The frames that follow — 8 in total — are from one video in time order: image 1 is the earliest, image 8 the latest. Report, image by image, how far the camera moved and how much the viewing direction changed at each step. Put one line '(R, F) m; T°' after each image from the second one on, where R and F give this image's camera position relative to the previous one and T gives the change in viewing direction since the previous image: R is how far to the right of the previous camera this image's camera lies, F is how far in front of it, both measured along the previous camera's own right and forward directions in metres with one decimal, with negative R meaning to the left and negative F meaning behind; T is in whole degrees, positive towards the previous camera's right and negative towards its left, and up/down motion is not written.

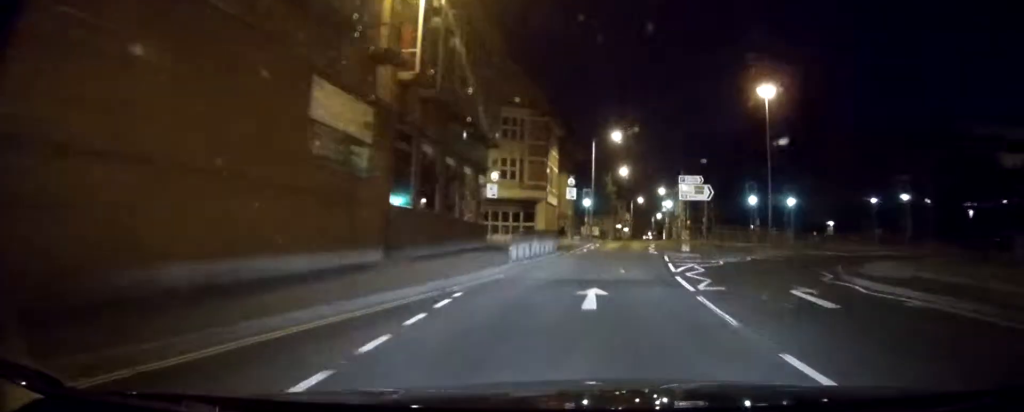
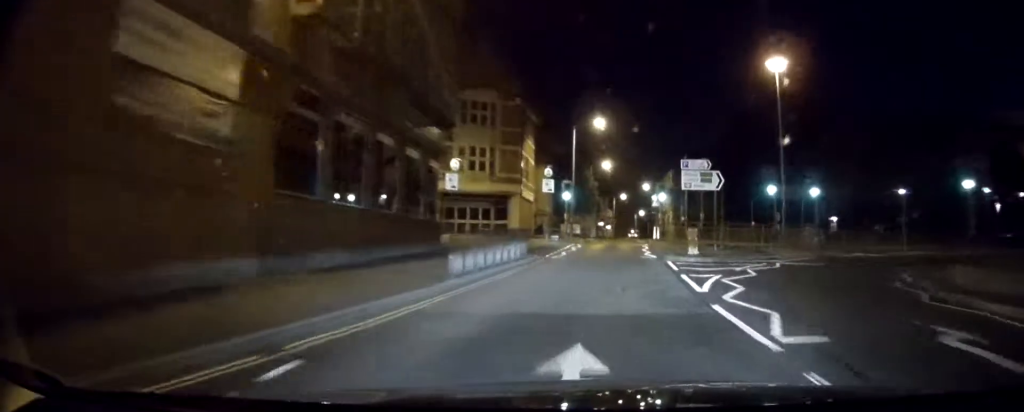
(-0.1, +7.2) m; -2°
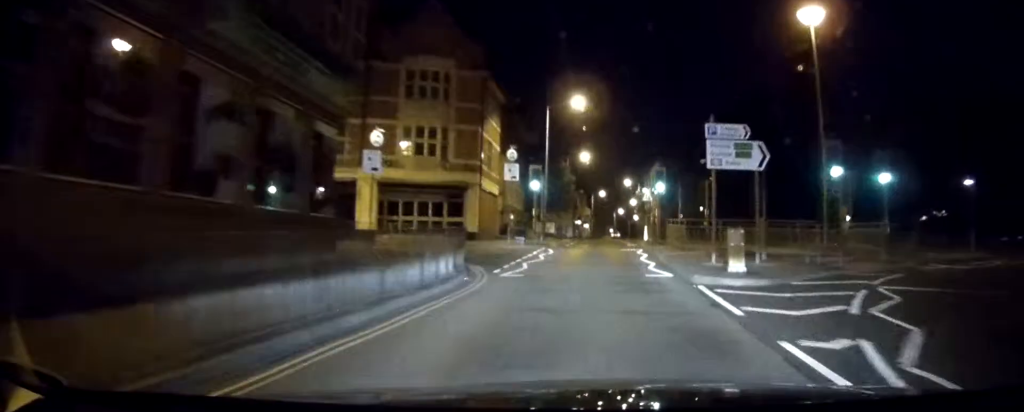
(-0.3, +10.5) m; -1°
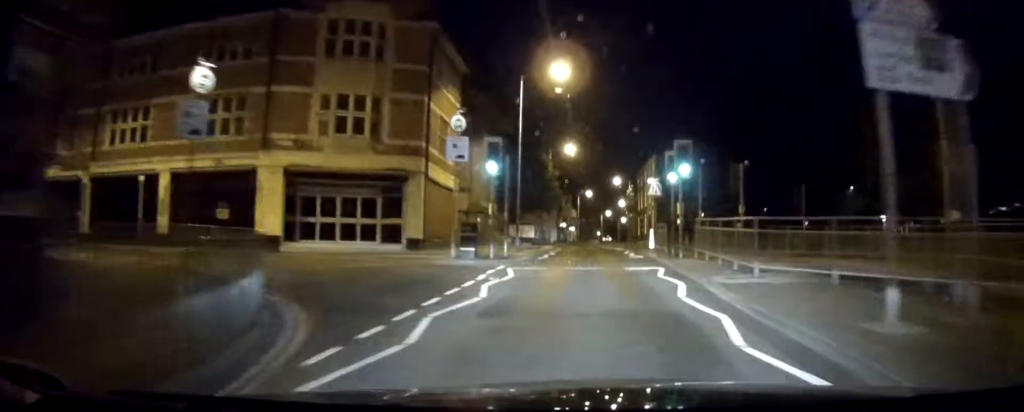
(+0.1, +12.1) m; +1°
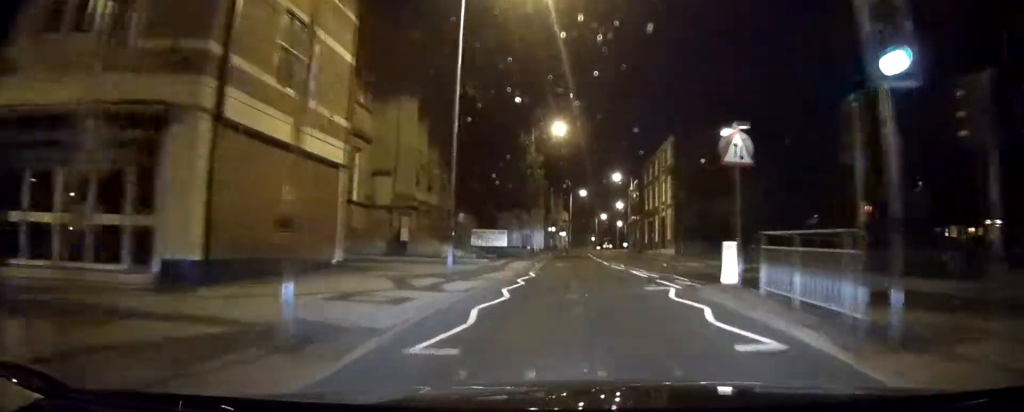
(+1.0, +19.1) m; +8°
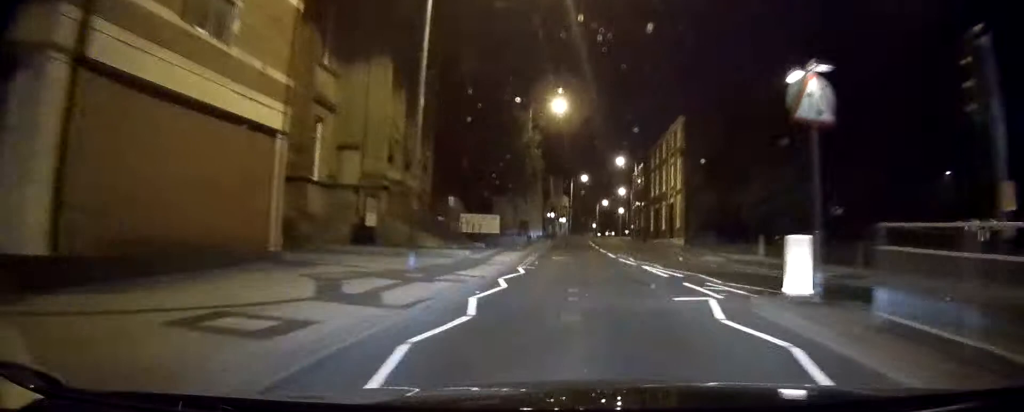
(+0.1, +4.9) m; +2°
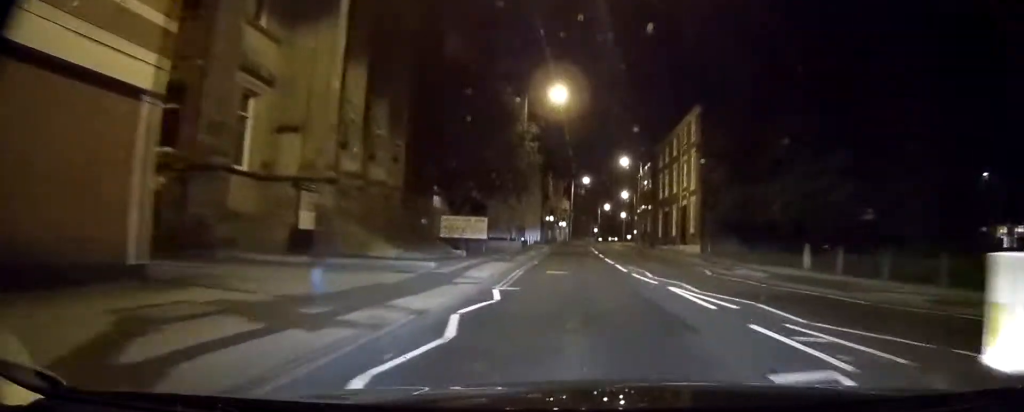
(+0.1, +6.0) m; -1°
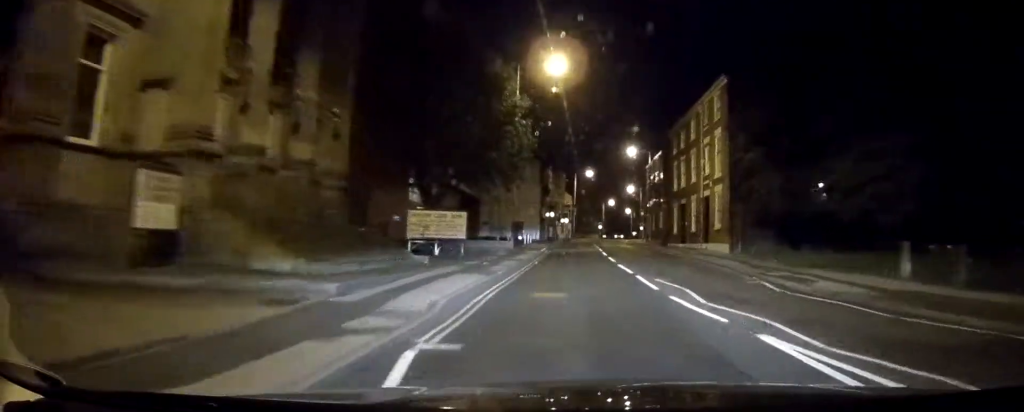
(0.0, +7.5) m; -1°
